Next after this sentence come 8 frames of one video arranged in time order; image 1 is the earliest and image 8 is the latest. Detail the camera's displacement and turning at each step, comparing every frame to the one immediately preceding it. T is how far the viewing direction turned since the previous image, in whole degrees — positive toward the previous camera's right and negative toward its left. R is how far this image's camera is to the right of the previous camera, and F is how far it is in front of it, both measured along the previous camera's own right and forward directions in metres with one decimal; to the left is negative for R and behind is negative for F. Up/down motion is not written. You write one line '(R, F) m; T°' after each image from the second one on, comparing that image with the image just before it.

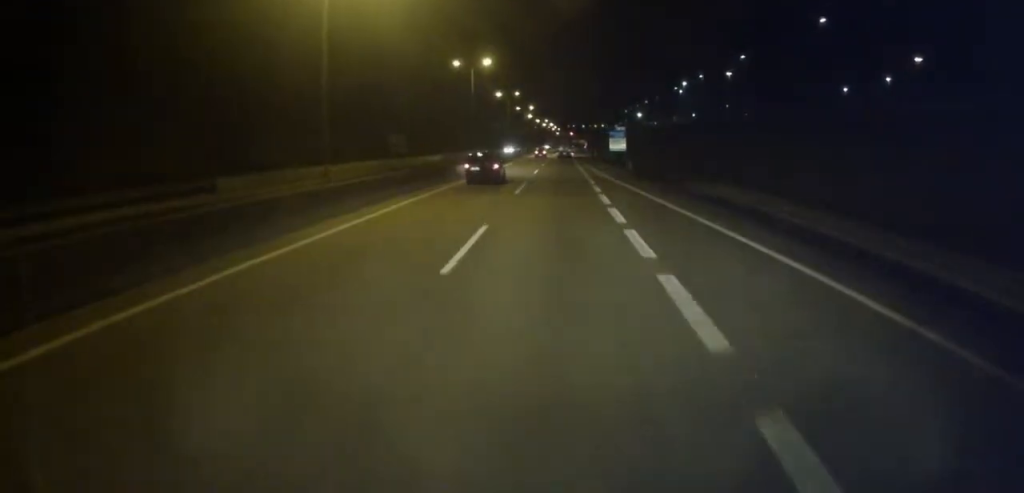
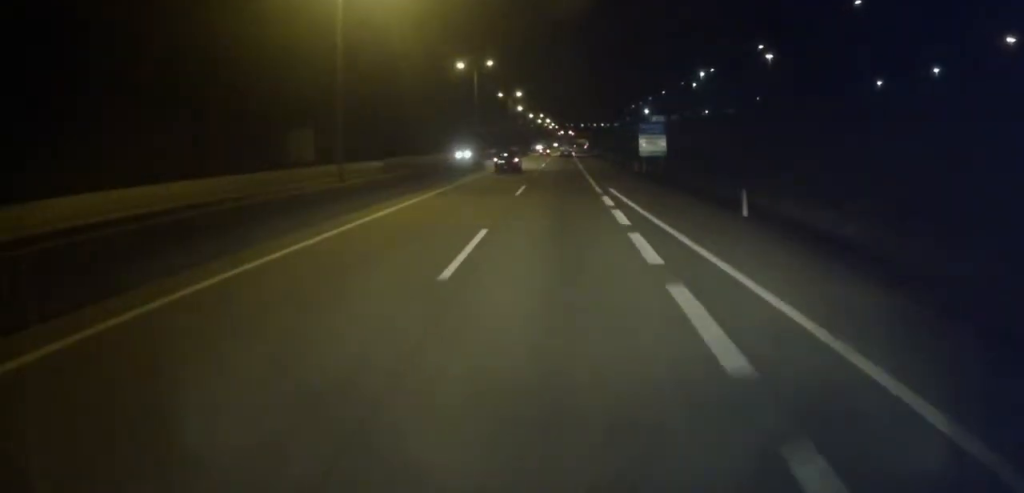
(-0.2, +33.6) m; 0°
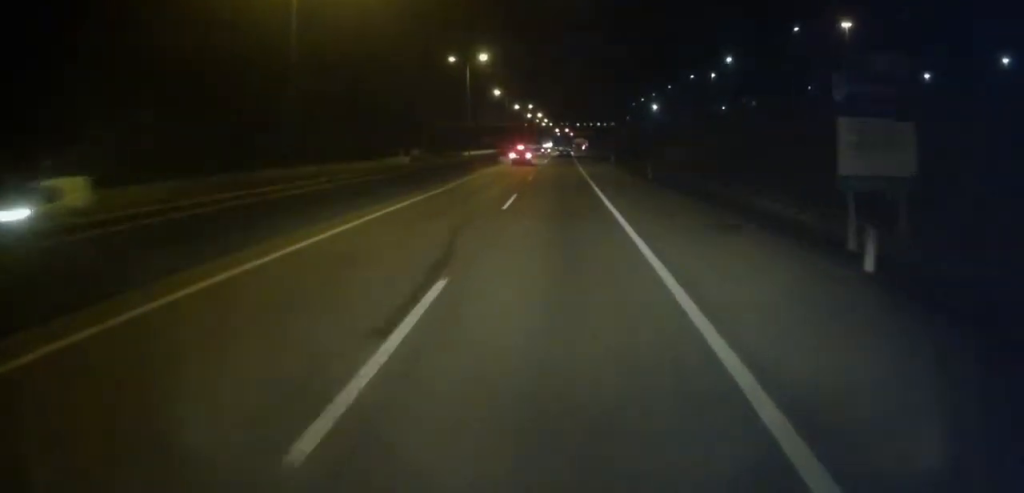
(+0.3, +46.9) m; +1°
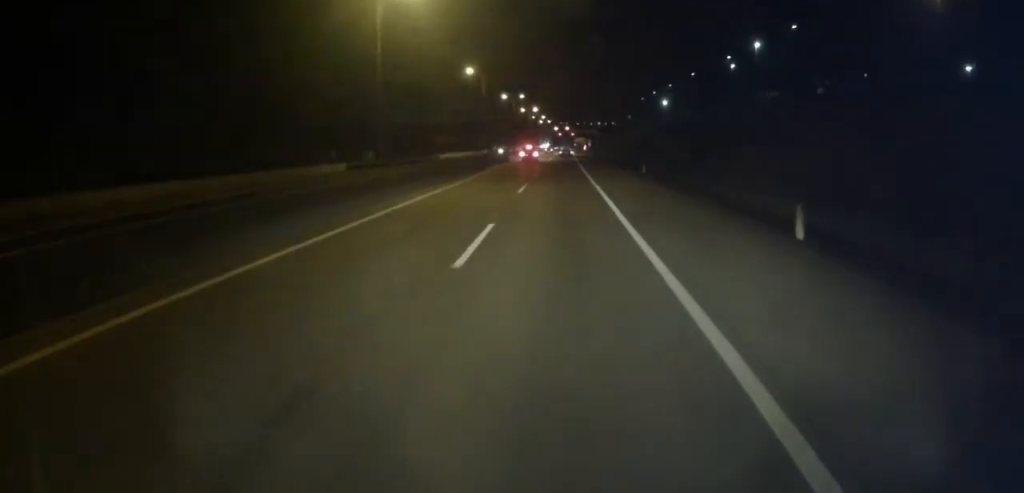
(+0.1, +30.9) m; 0°
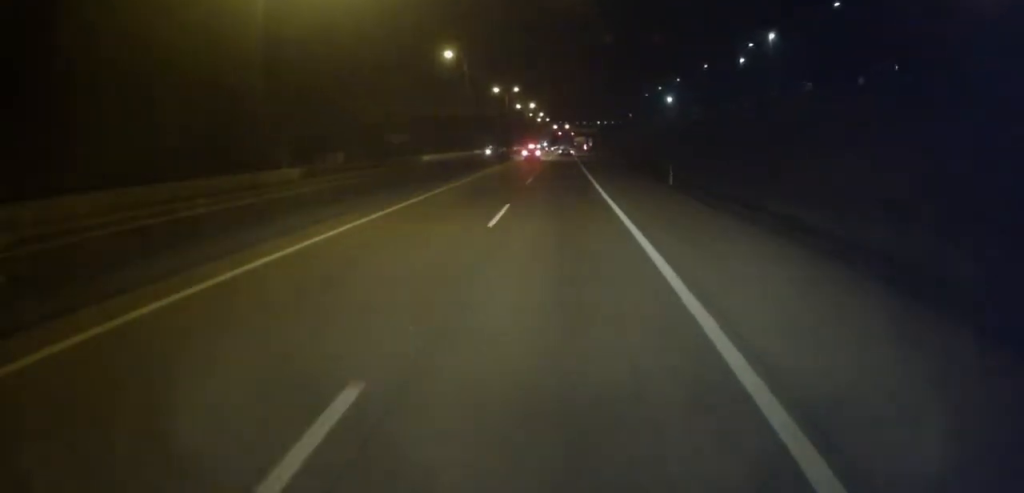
(0.0, +12.9) m; 0°
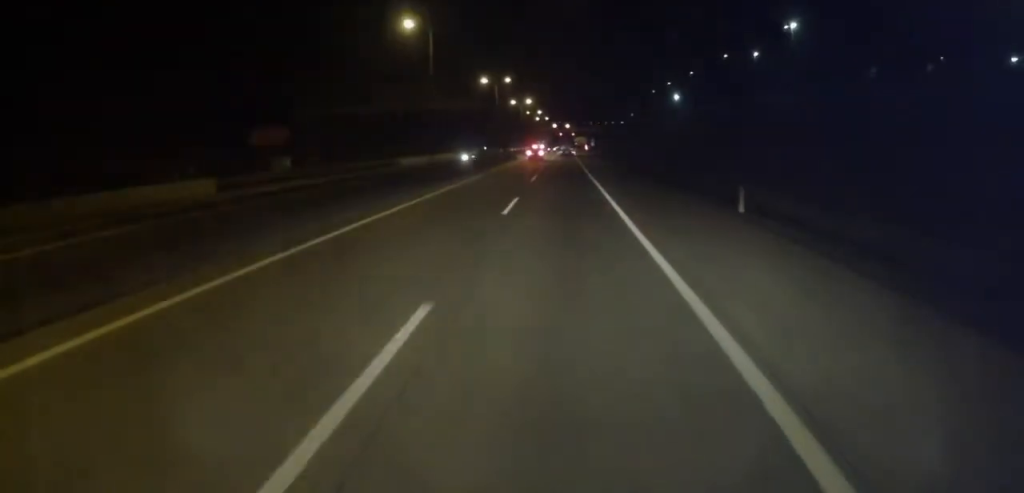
(0.0, +15.4) m; 0°
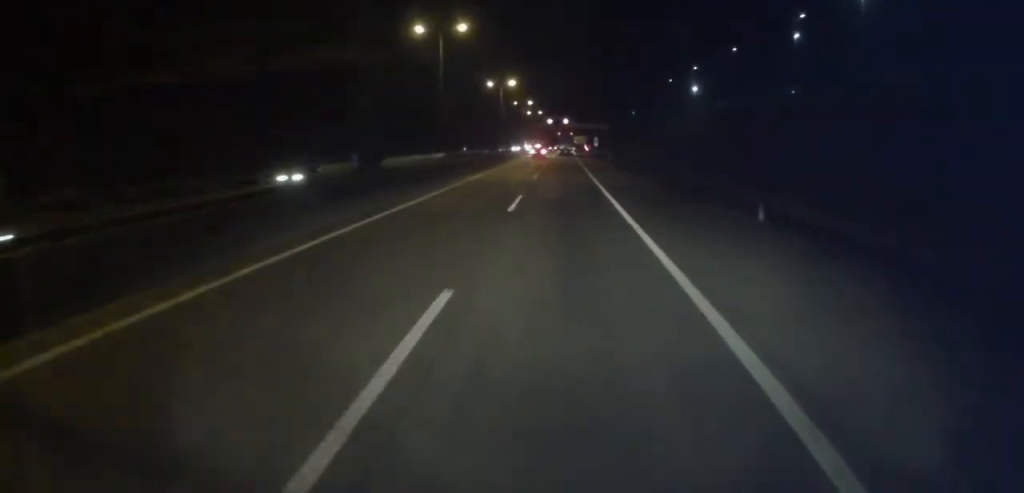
(+0.3, +36.4) m; +1°
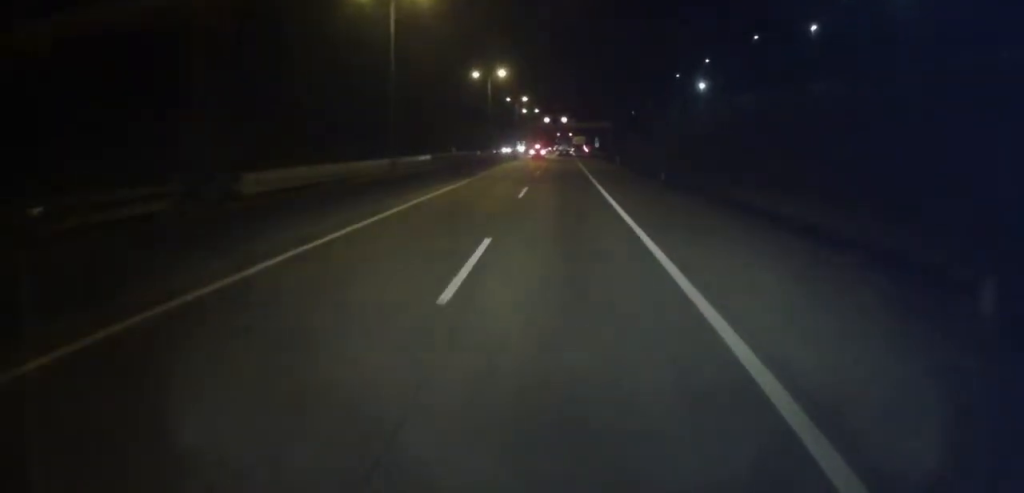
(0.0, +12.5) m; 0°
